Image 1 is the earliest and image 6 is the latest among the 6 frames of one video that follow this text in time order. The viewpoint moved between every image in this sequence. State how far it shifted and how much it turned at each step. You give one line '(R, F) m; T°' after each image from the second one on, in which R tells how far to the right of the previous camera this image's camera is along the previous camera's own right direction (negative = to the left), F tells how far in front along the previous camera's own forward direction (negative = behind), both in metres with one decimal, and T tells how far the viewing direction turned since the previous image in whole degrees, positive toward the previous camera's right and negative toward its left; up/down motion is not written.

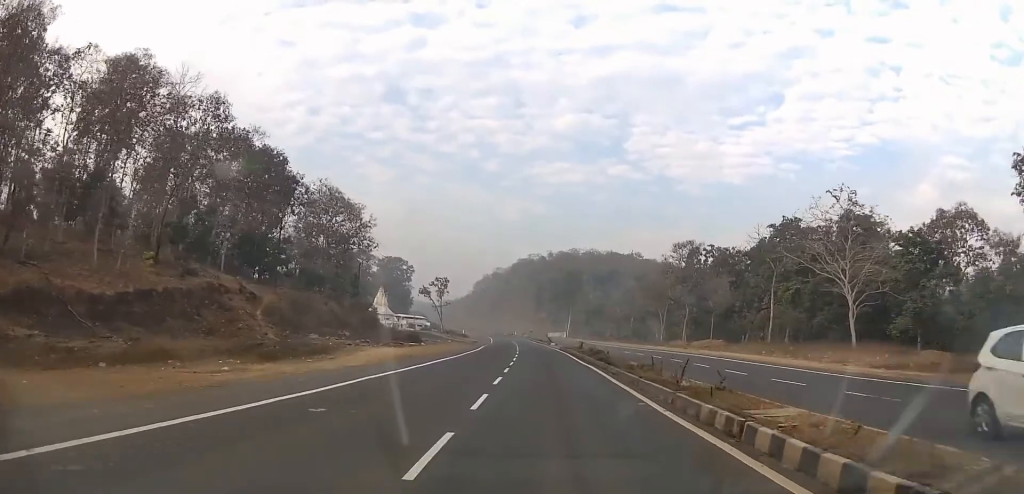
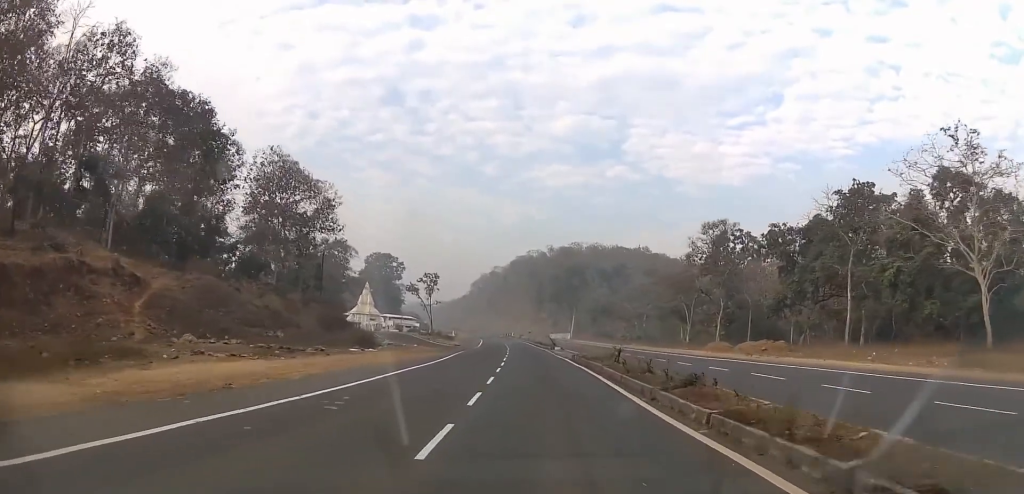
(0.0, +22.7) m; 0°
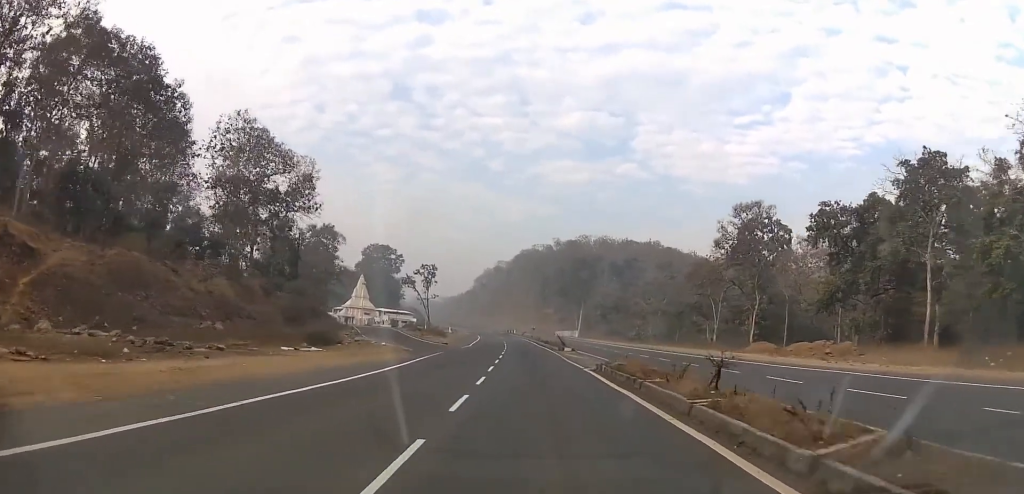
(0.0, +14.0) m; 0°
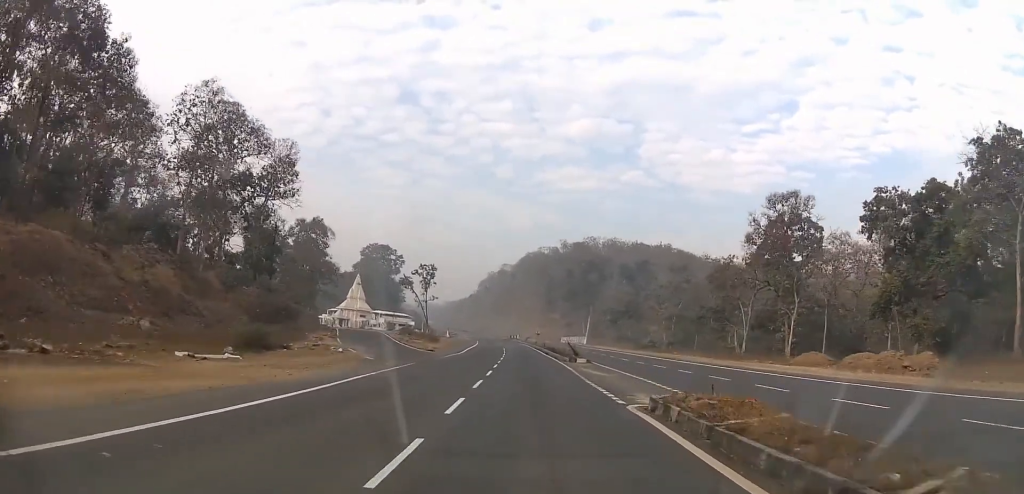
(0.0, +11.1) m; 0°
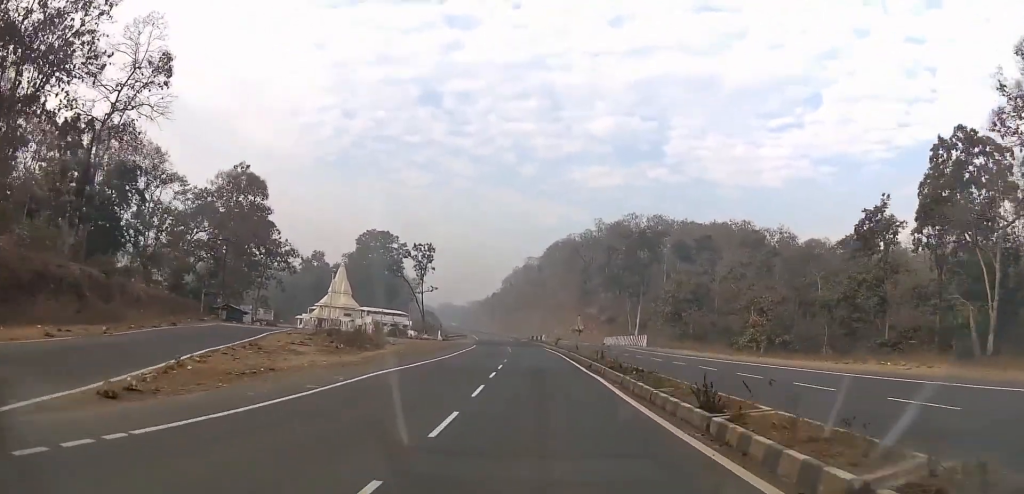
(-0.8, +44.2) m; -2°
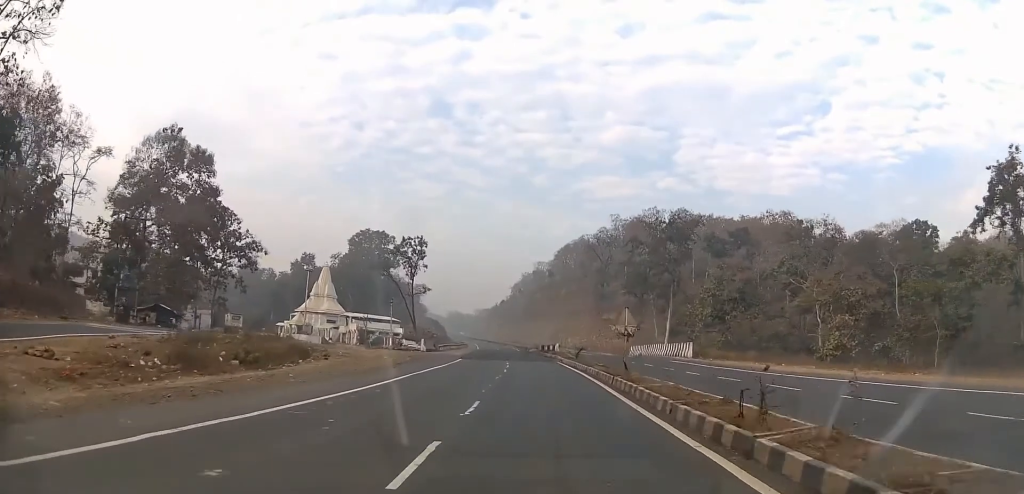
(-0.2, +21.8) m; -1°
